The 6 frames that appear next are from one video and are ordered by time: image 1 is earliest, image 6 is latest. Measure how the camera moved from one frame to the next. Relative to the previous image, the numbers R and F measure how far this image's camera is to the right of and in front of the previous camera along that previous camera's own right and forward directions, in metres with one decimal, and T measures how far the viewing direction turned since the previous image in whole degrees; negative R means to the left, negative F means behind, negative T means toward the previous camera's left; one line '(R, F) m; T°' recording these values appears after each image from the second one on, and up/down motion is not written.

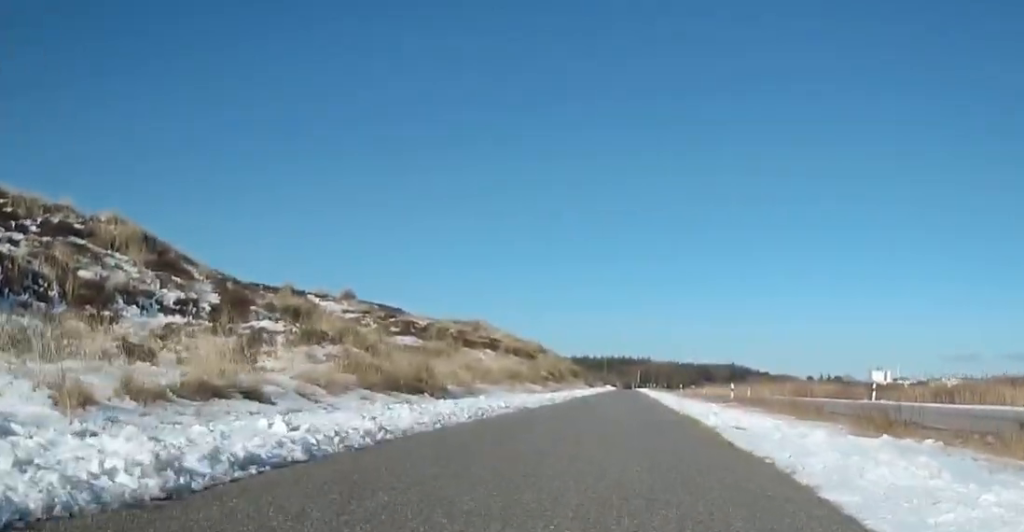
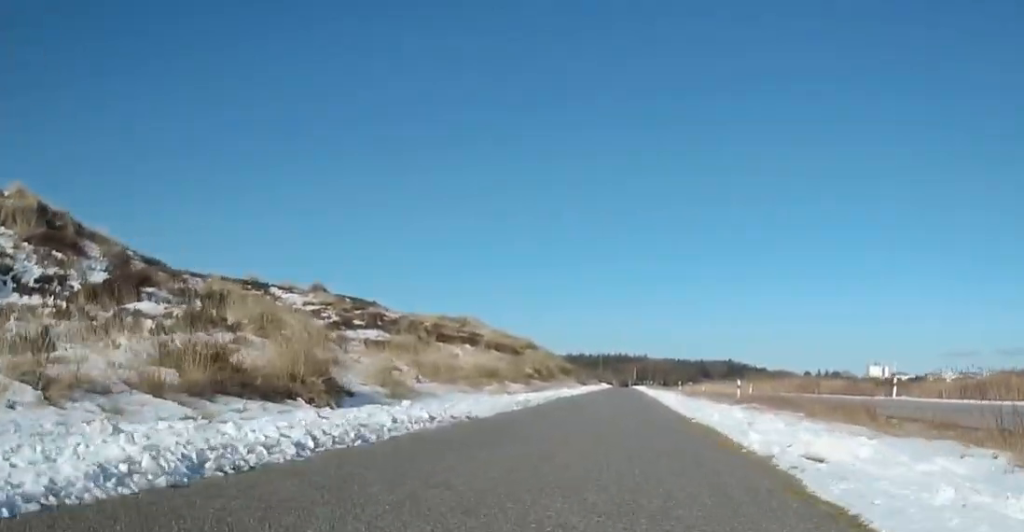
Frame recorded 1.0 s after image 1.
(-0.3, +4.3) m; -1°
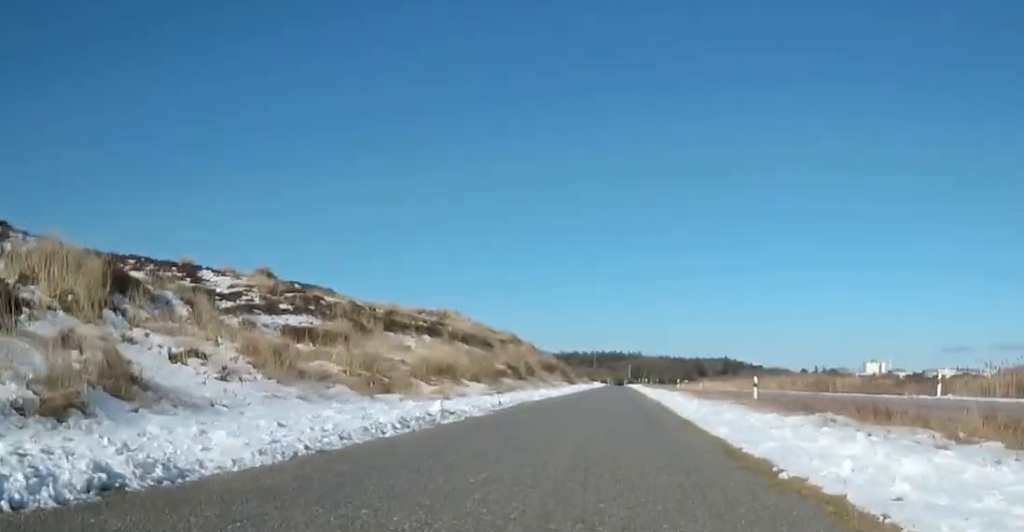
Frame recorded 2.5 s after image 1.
(+0.2, +7.0) m; +1°
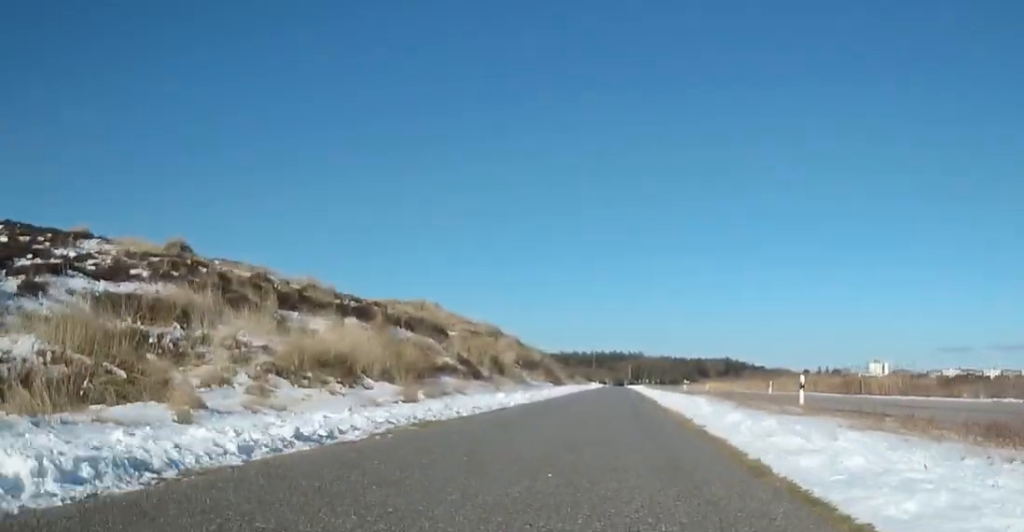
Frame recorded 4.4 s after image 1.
(-0.4, +8.6) m; 0°
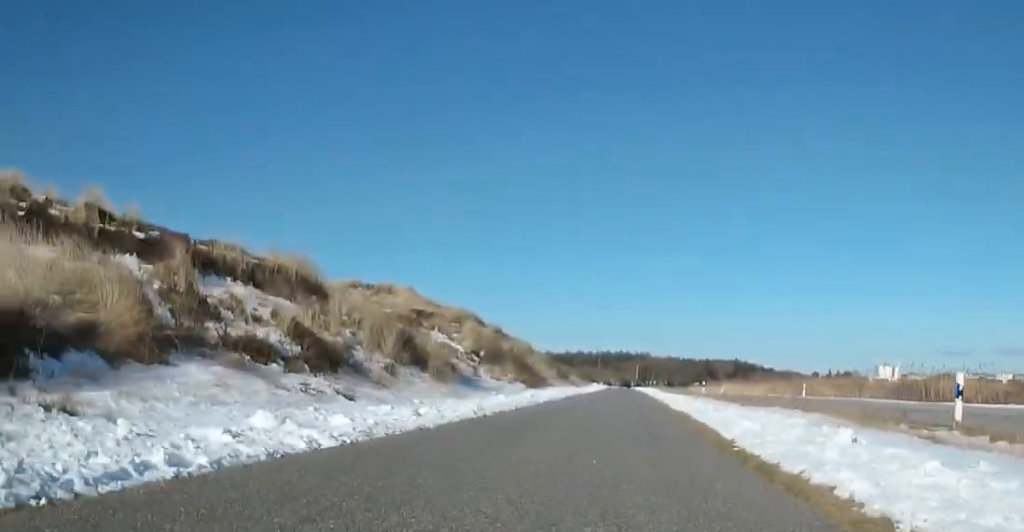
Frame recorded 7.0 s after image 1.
(+0.7, +11.1) m; -1°
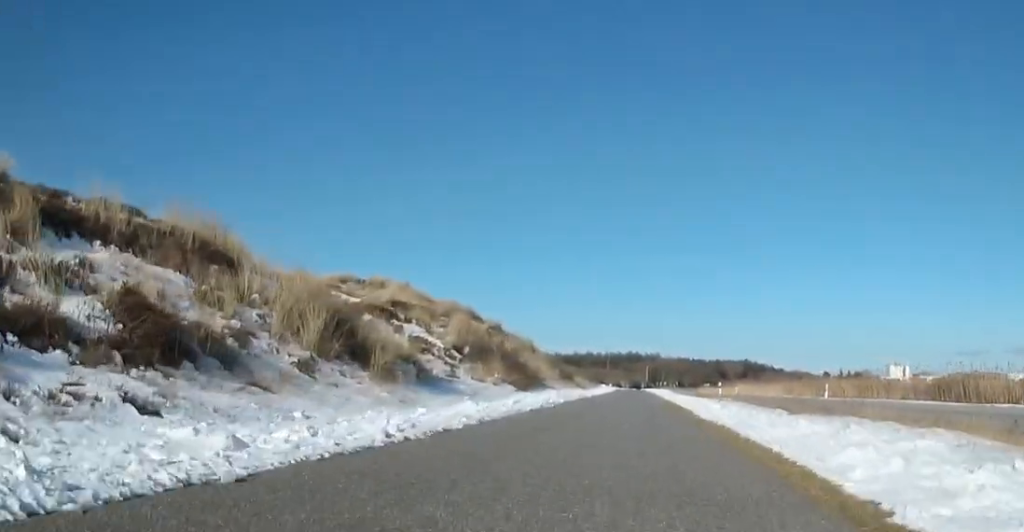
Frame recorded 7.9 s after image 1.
(-0.5, +4.1) m; 0°
